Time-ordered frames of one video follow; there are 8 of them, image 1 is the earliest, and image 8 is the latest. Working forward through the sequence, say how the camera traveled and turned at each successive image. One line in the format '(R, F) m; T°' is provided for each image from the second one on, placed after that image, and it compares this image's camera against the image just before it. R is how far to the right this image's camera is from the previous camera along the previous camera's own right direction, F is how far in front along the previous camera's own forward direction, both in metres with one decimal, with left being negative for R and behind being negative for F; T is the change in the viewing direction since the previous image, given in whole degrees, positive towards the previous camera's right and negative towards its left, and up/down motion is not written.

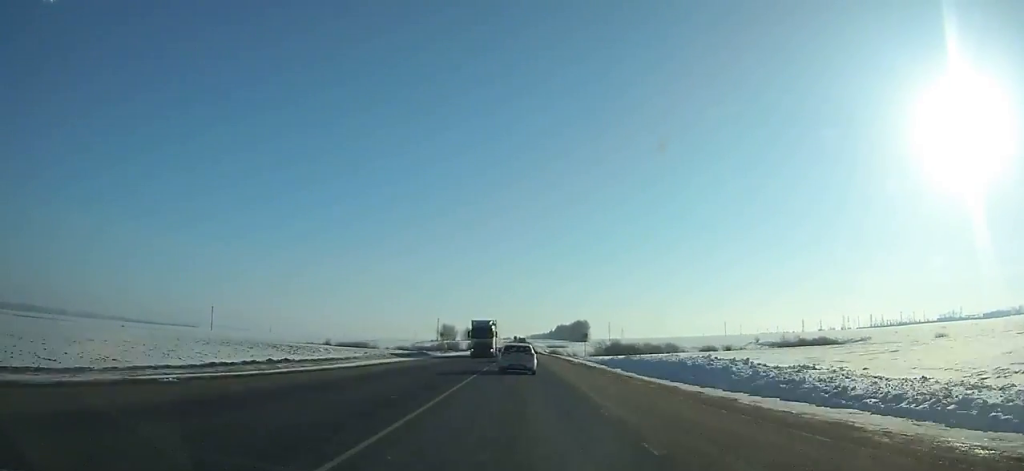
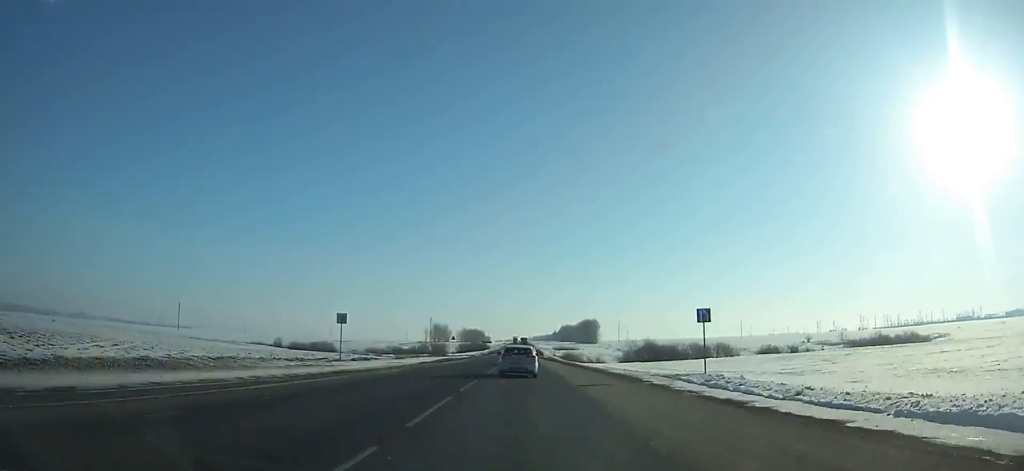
(-0.2, +52.3) m; 0°
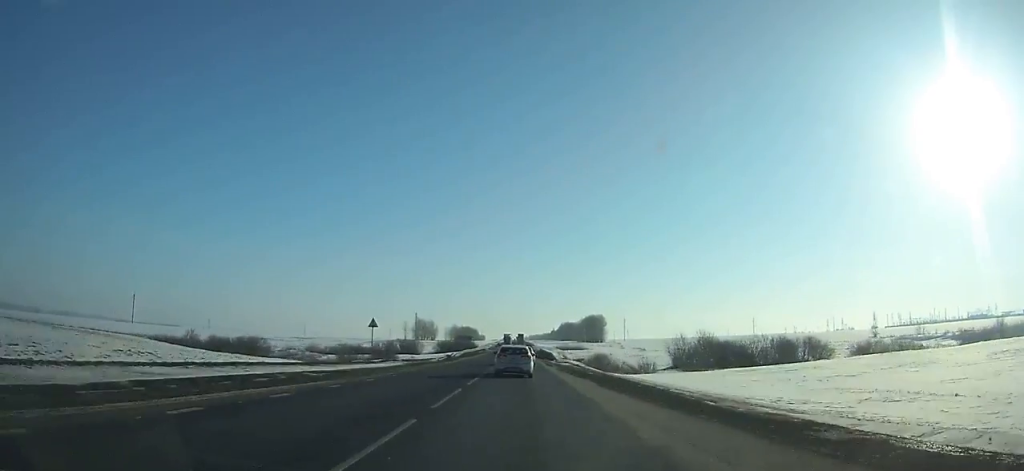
(-0.1, +51.6) m; 0°
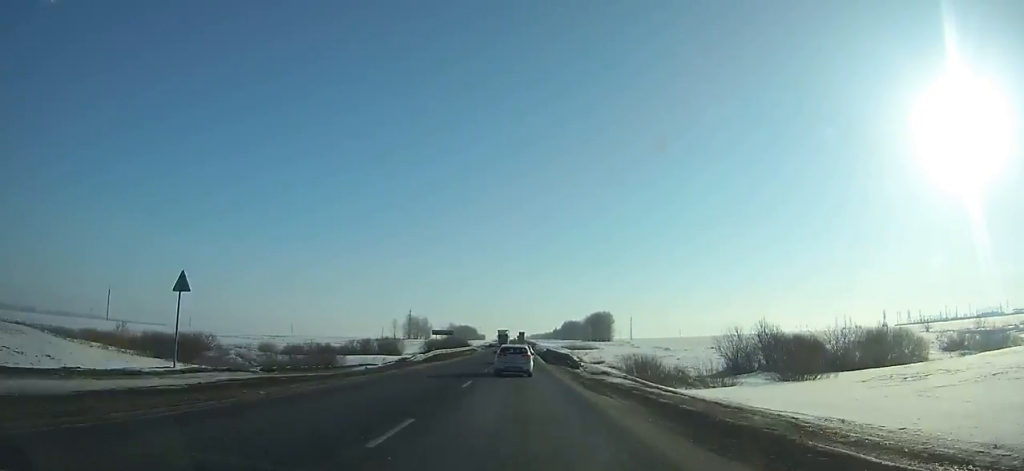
(0.0, +27.7) m; 0°
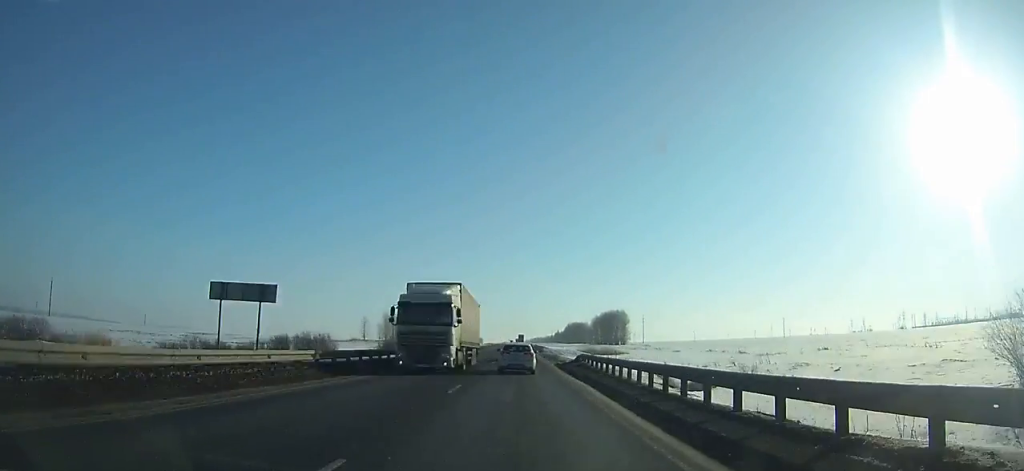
(+0.1, +51.5) m; 0°
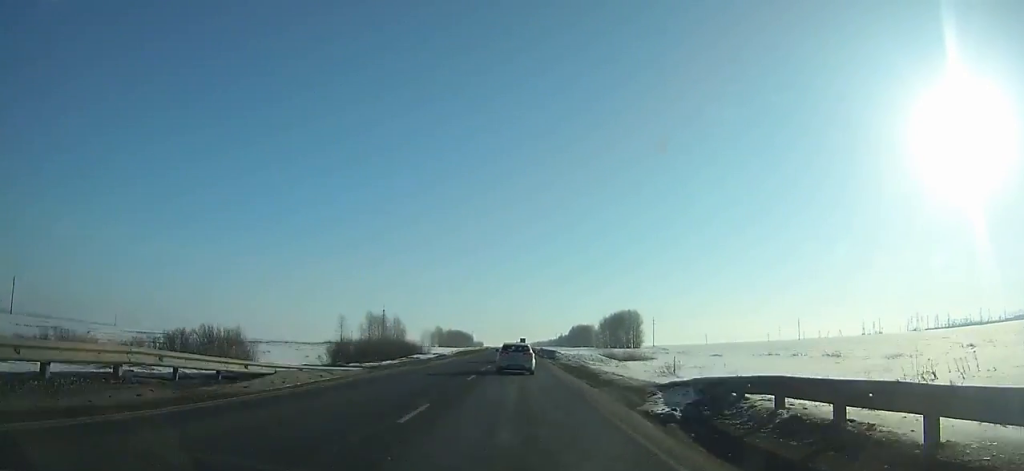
(0.0, +29.8) m; 0°
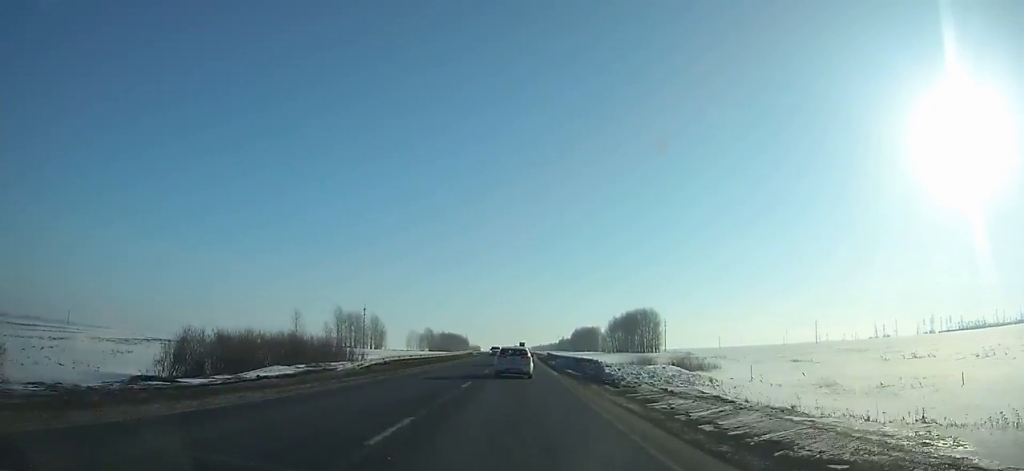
(-0.1, +38.0) m; 0°
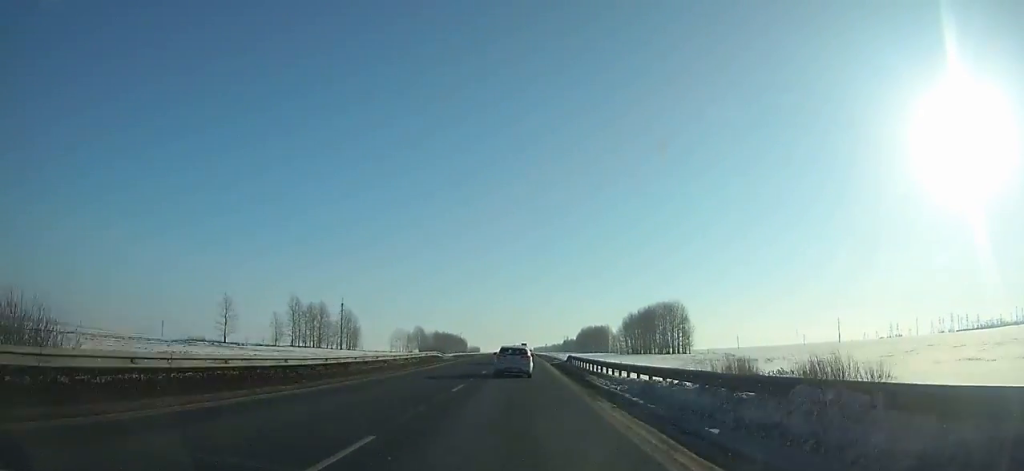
(0.0, +38.5) m; 0°
